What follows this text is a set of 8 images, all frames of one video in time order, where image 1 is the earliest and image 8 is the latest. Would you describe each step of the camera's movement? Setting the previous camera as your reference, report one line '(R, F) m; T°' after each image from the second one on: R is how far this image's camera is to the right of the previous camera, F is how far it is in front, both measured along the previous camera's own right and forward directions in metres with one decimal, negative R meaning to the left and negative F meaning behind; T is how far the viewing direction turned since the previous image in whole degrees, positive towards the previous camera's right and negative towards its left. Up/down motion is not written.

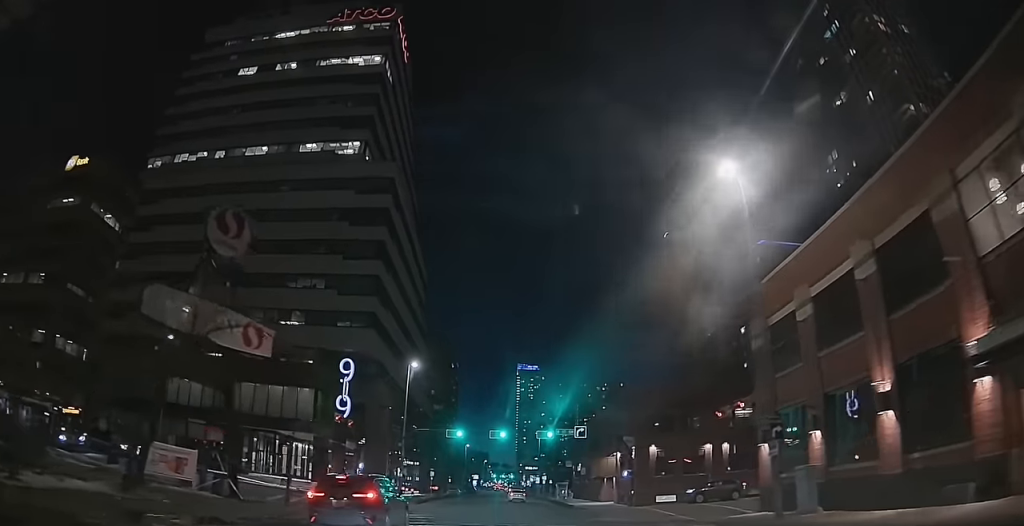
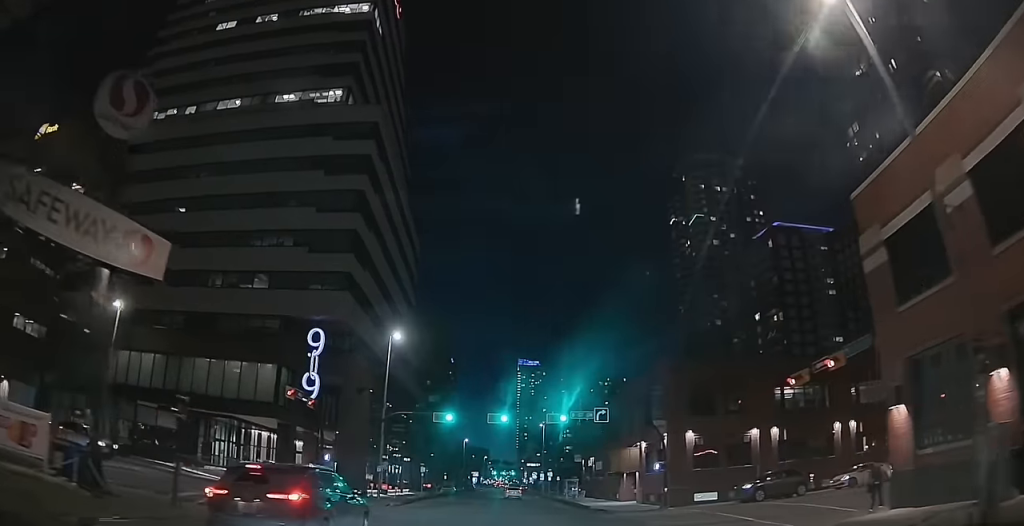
(0.0, +8.5) m; 0°
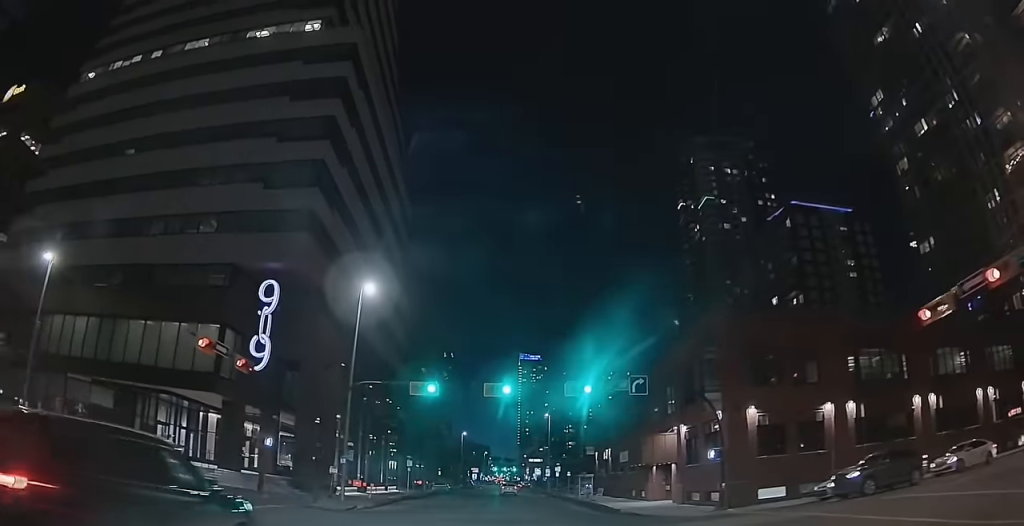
(0.0, +8.9) m; -1°
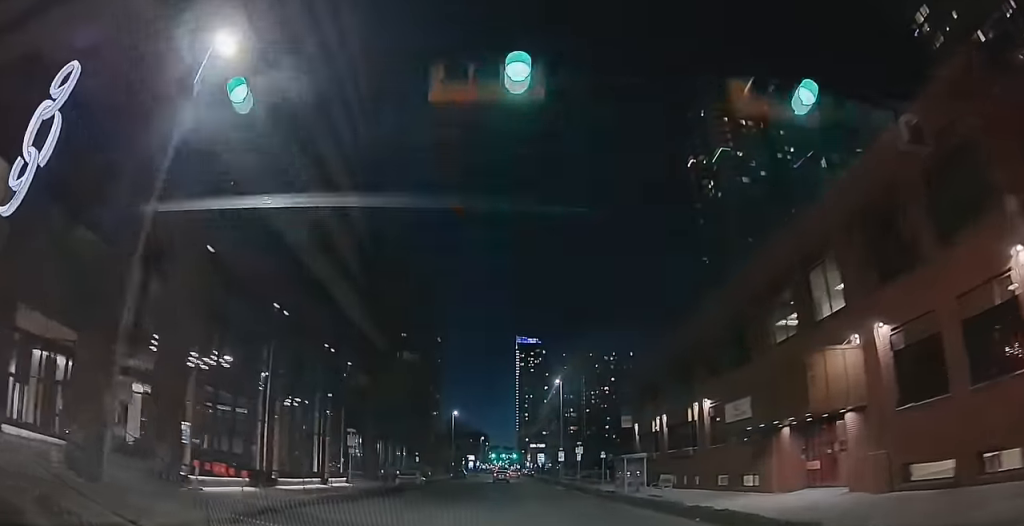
(-0.3, +17.8) m; -1°
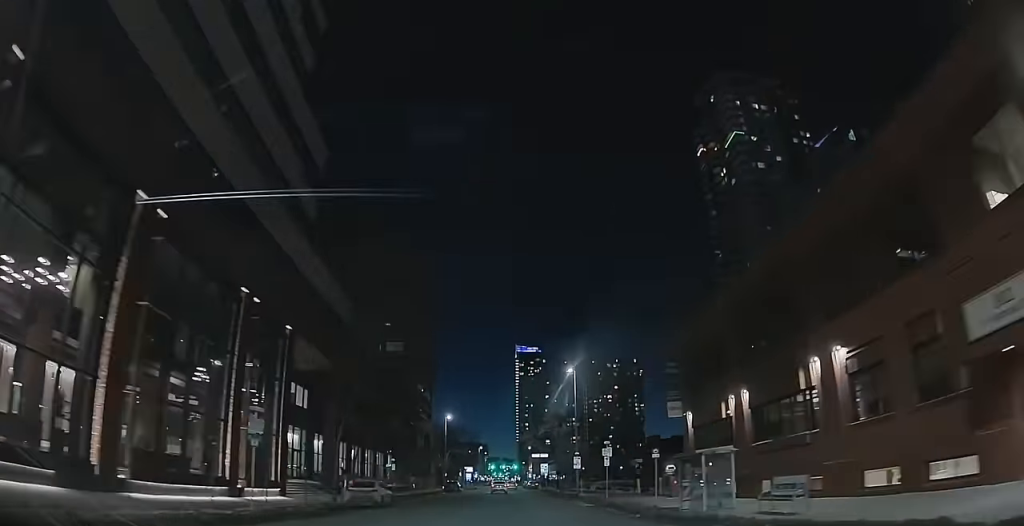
(+0.1, +10.7) m; +1°
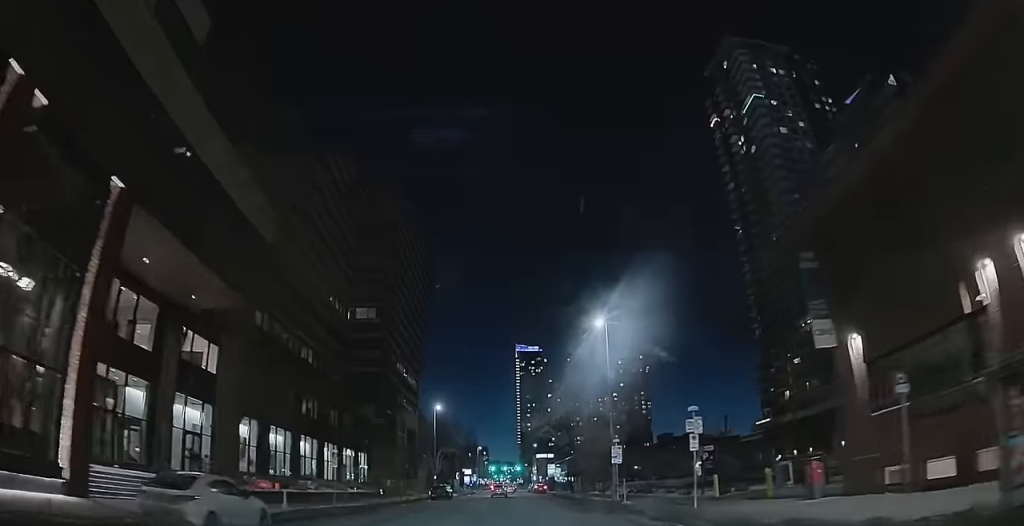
(+0.2, +13.3) m; 0°
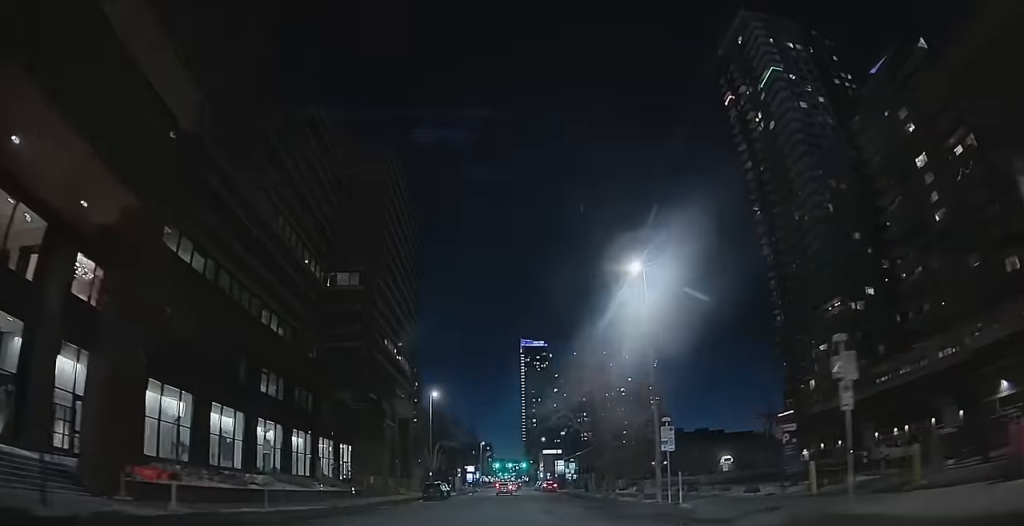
(-0.1, +8.2) m; -1°
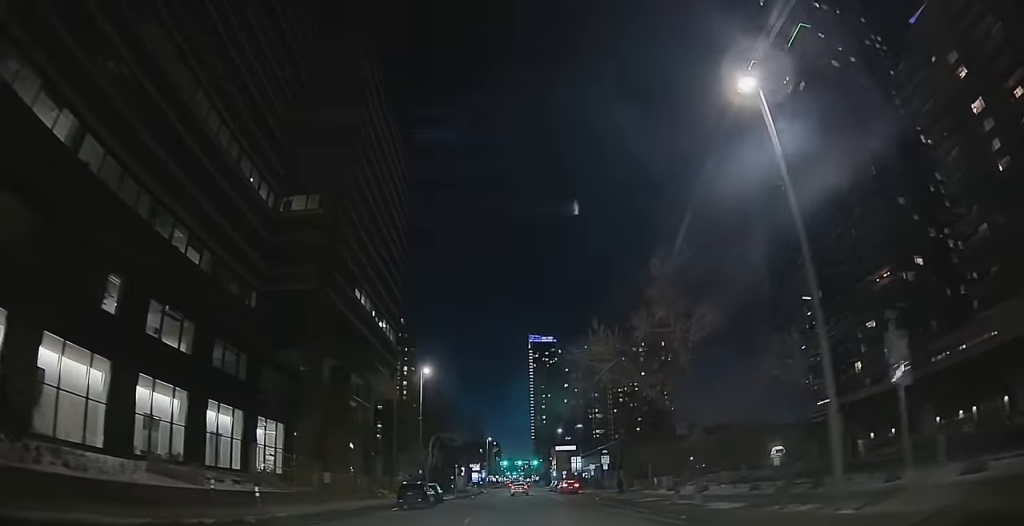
(-0.3, +13.2) m; -2°
